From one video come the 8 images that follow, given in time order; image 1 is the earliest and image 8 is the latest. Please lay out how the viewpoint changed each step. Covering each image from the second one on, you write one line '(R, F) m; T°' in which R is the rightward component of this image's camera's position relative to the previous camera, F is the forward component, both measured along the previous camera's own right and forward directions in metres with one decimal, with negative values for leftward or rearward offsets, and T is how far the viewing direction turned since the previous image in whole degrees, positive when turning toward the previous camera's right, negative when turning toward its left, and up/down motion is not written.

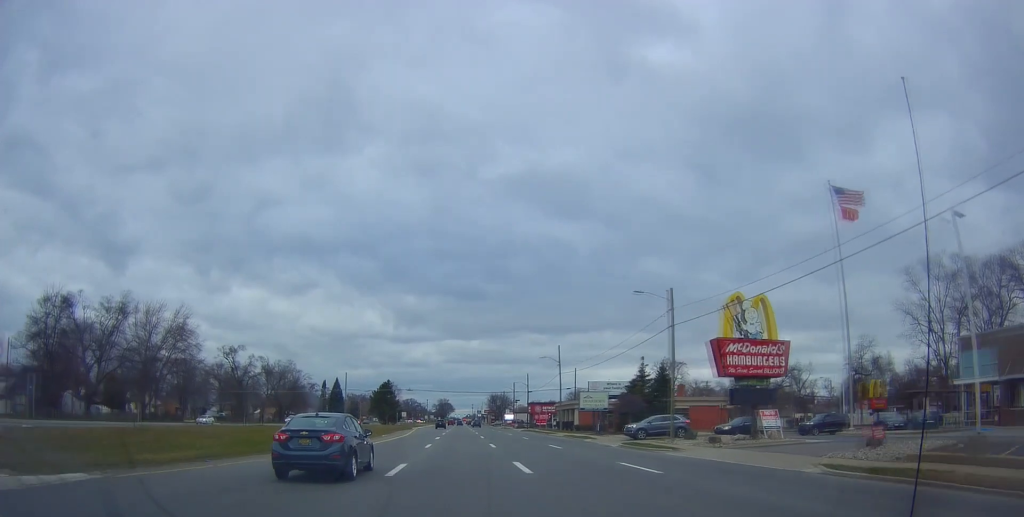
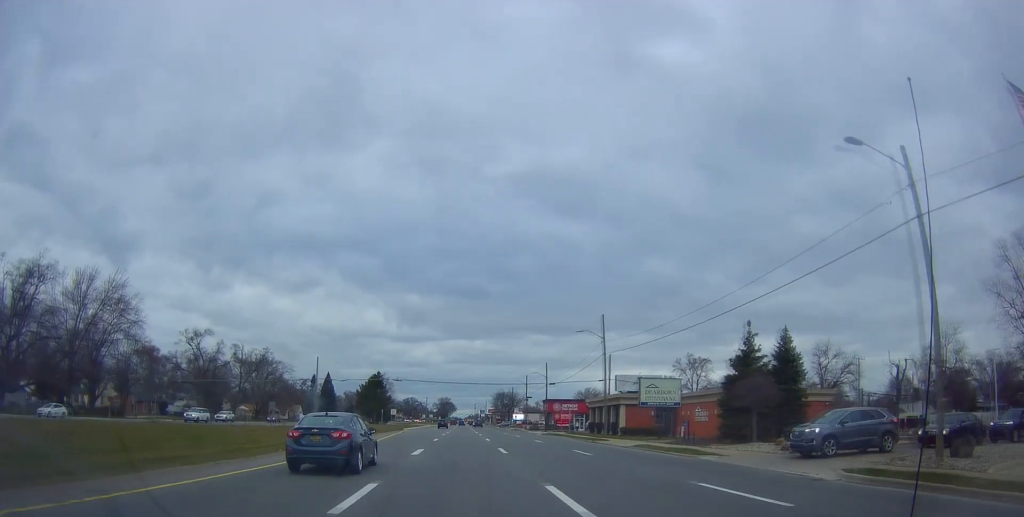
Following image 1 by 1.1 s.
(-0.3, +21.7) m; 0°
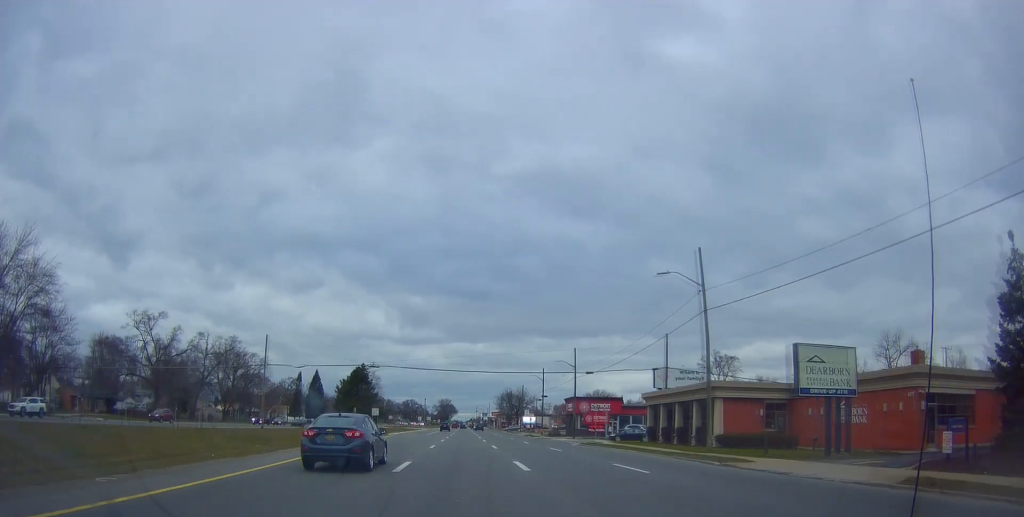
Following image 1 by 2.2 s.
(+0.4, +22.0) m; 0°
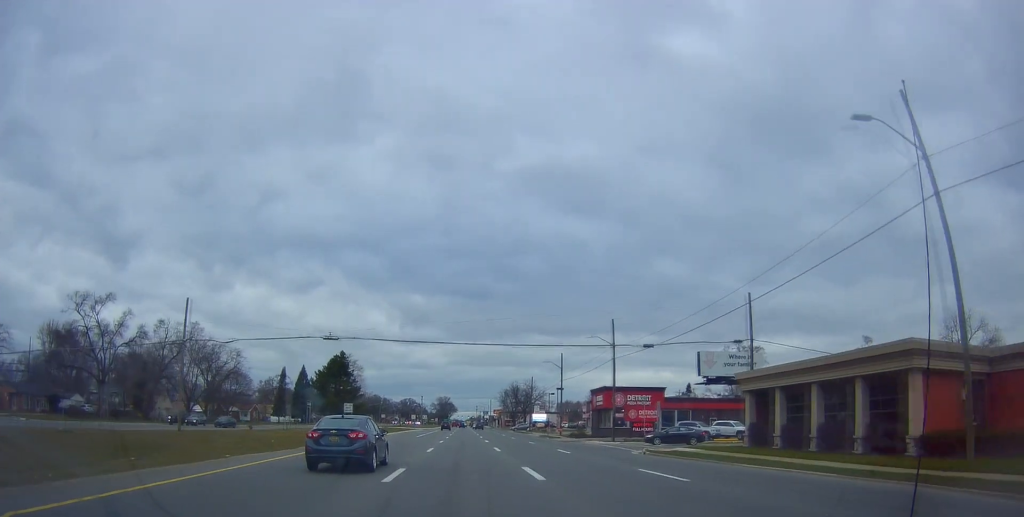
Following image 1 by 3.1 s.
(-0.3, +18.0) m; -1°
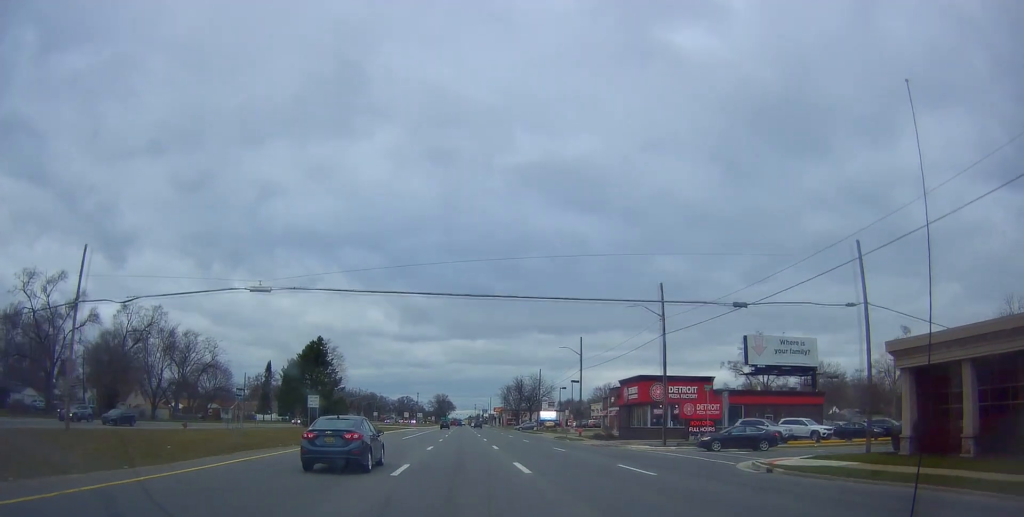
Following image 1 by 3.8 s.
(-0.3, +13.4) m; +1°
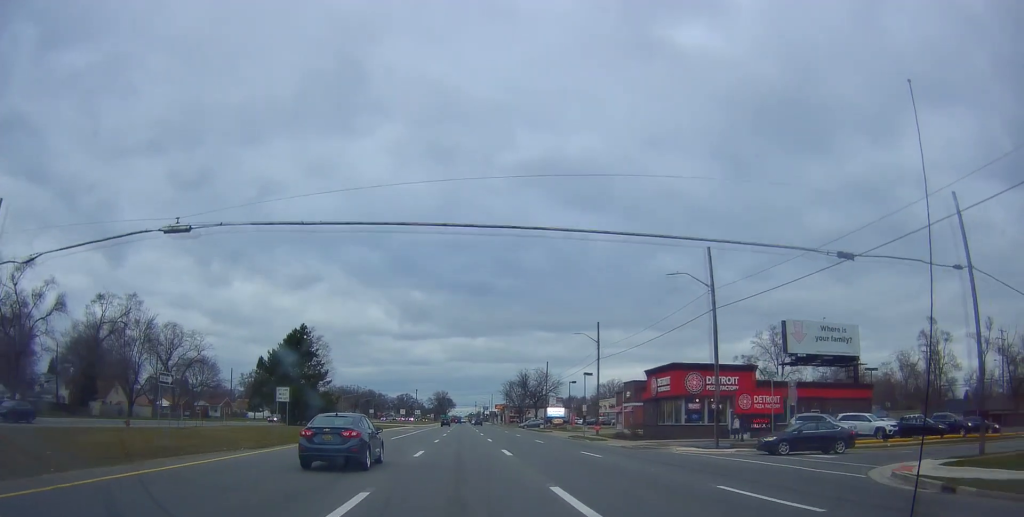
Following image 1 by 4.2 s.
(+0.3, +8.1) m; +1°
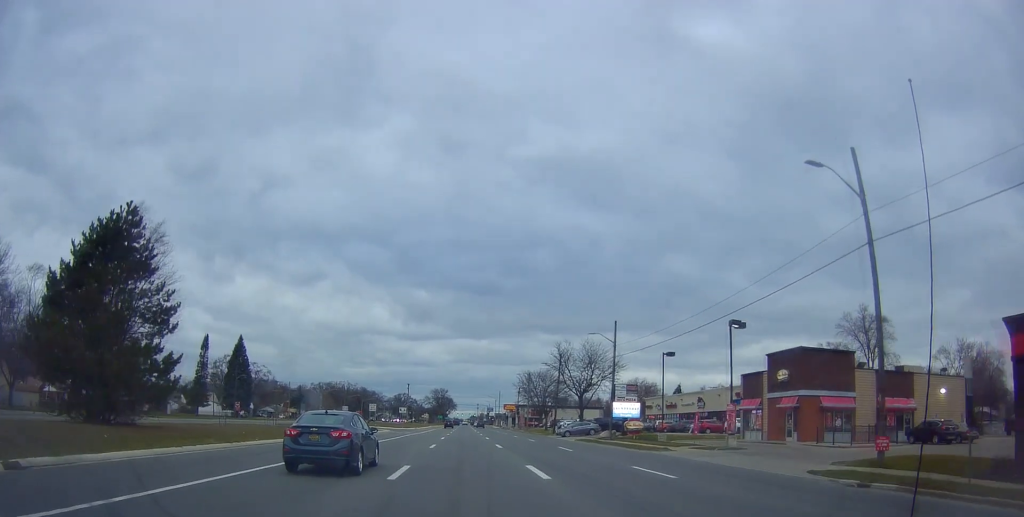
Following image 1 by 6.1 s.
(+0.3, +39.3) m; -1°
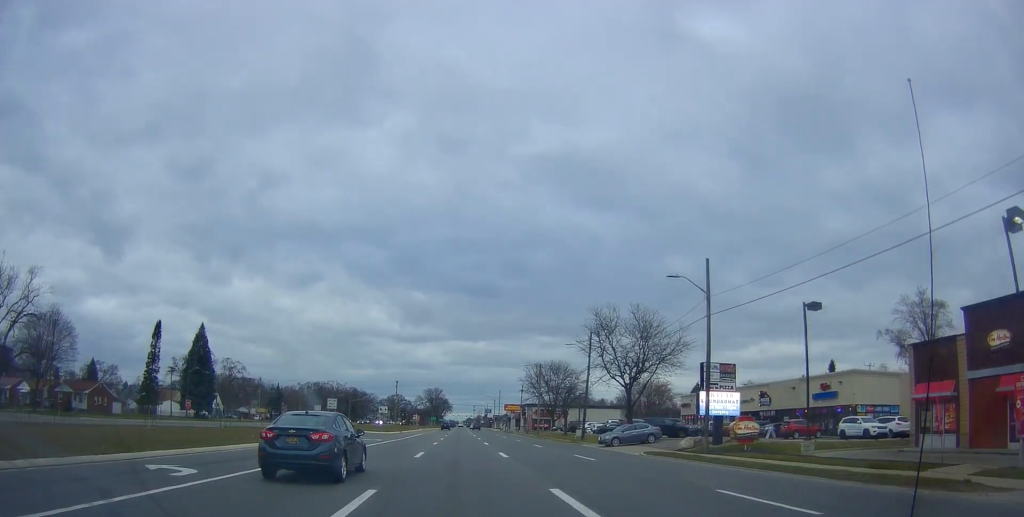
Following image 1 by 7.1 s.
(-0.4, +20.8) m; 0°
